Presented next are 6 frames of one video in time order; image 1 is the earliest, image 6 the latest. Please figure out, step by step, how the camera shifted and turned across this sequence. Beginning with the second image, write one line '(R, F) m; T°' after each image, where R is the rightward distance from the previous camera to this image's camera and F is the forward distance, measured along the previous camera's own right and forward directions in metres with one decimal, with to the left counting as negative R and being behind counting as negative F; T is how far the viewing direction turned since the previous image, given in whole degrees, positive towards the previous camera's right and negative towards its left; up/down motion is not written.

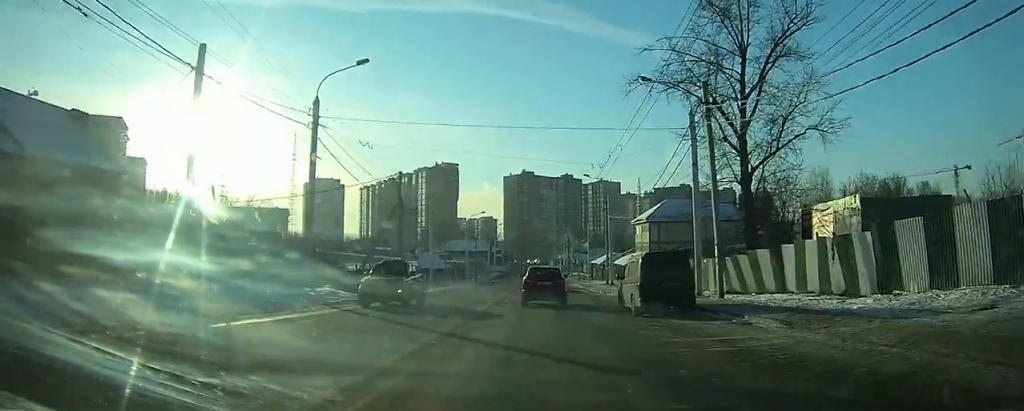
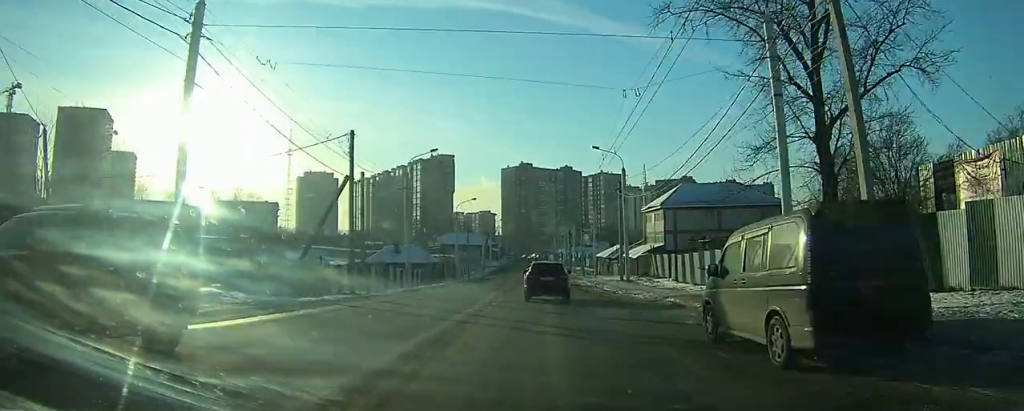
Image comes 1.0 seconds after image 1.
(0.0, +10.8) m; 0°
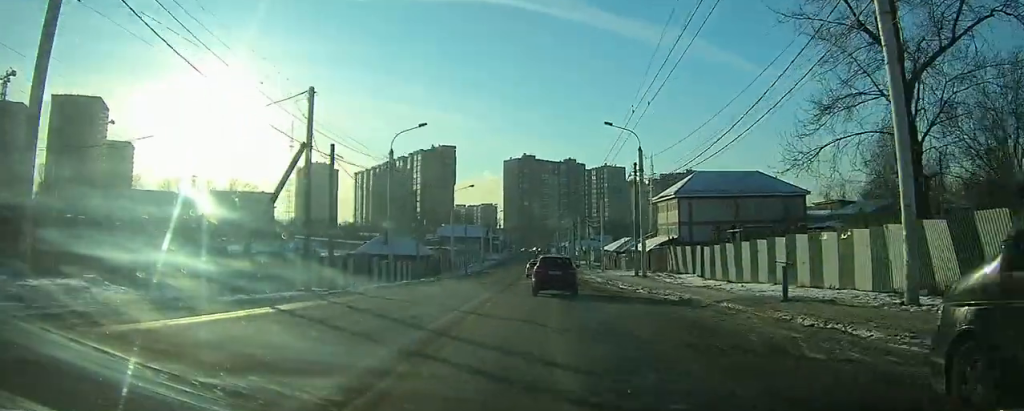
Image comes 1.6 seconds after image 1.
(0.0, +6.2) m; 0°
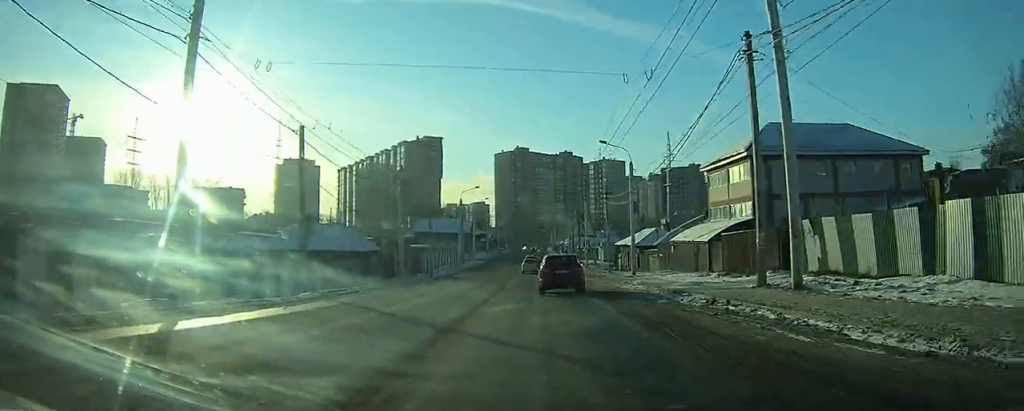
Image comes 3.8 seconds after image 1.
(+0.1, +23.8) m; +1°
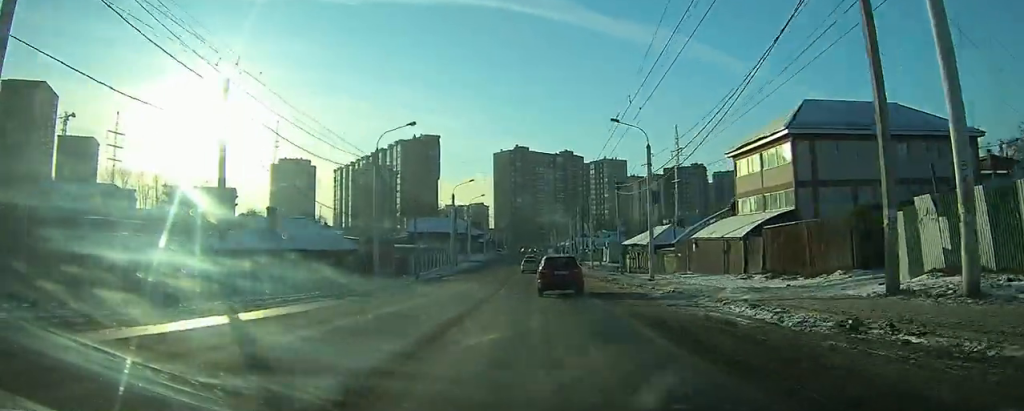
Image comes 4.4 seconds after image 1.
(0.0, +6.7) m; 0°
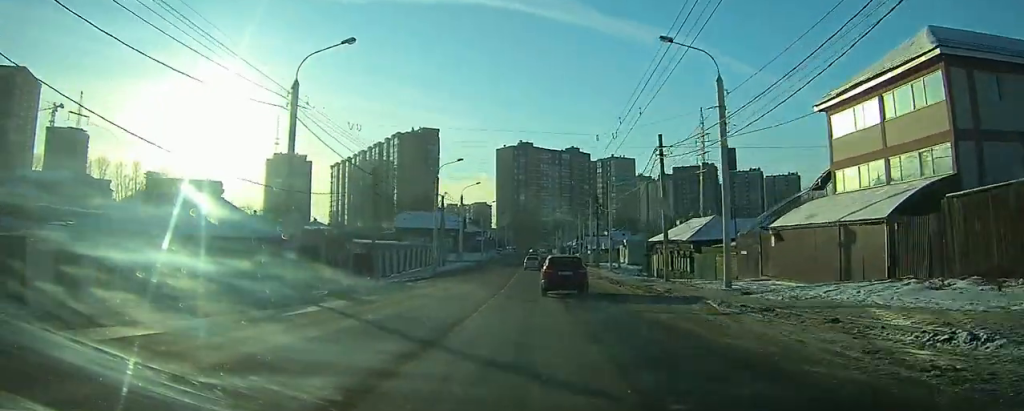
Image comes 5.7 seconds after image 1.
(+0.1, +13.2) m; +1°
